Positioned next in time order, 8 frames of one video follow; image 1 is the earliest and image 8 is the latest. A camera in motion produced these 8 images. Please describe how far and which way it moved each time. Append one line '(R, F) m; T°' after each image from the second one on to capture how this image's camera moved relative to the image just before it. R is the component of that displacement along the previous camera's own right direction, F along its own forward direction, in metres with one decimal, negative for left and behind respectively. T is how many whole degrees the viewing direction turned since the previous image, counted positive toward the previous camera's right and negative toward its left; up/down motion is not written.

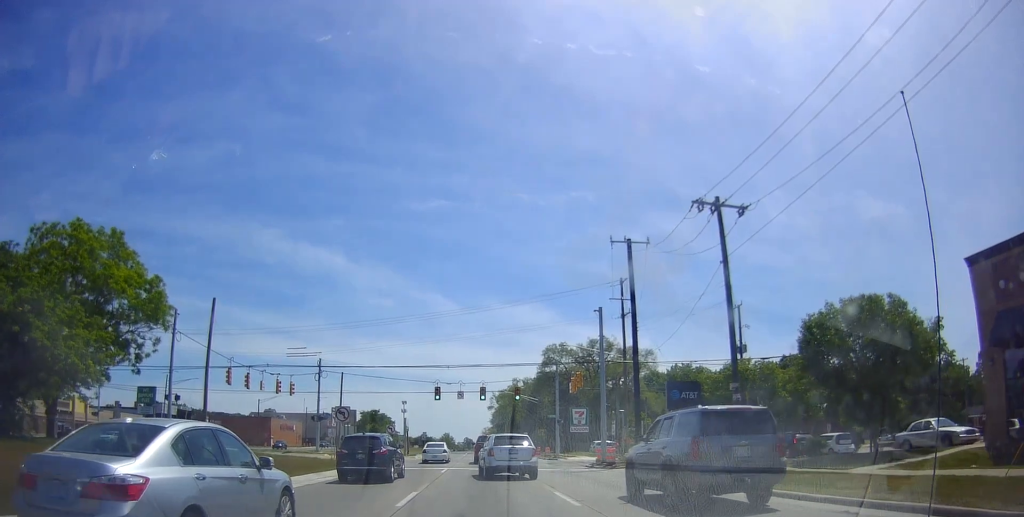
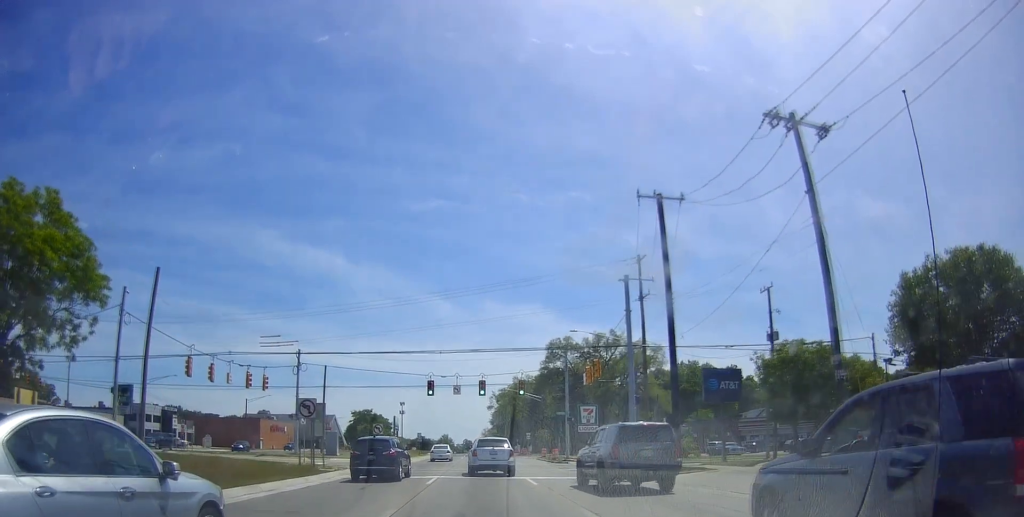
(0.0, +7.2) m; 0°
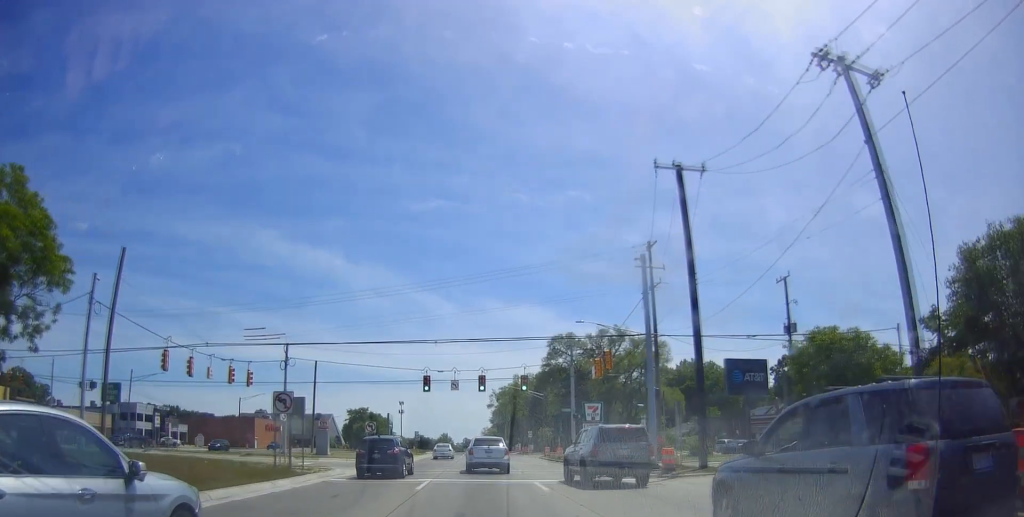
(0.0, +2.7) m; 0°
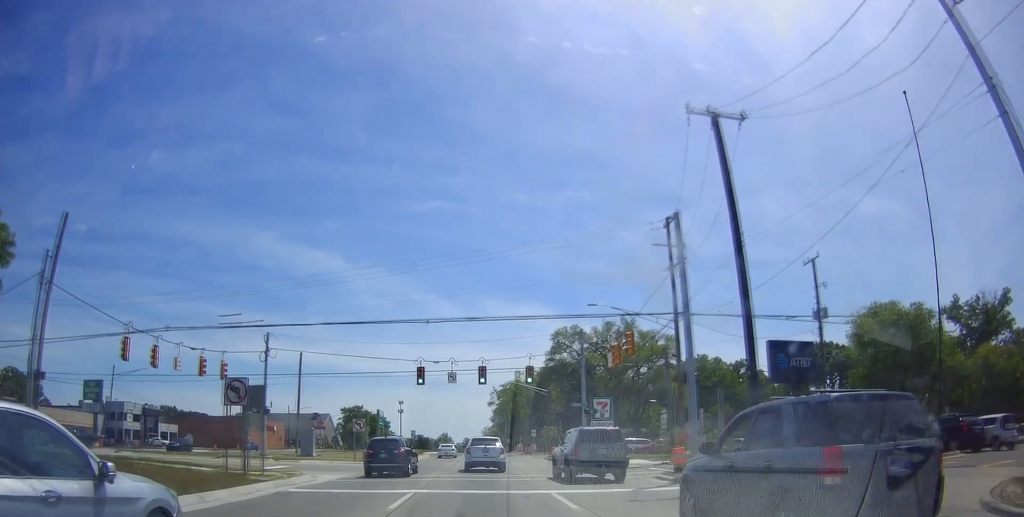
(0.0, +3.7) m; 0°
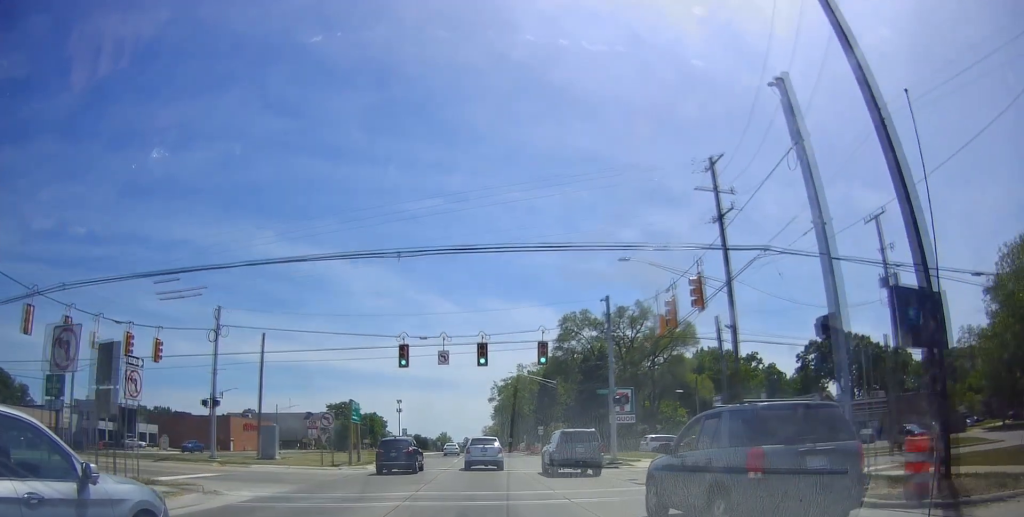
(0.0, +7.0) m; 0°
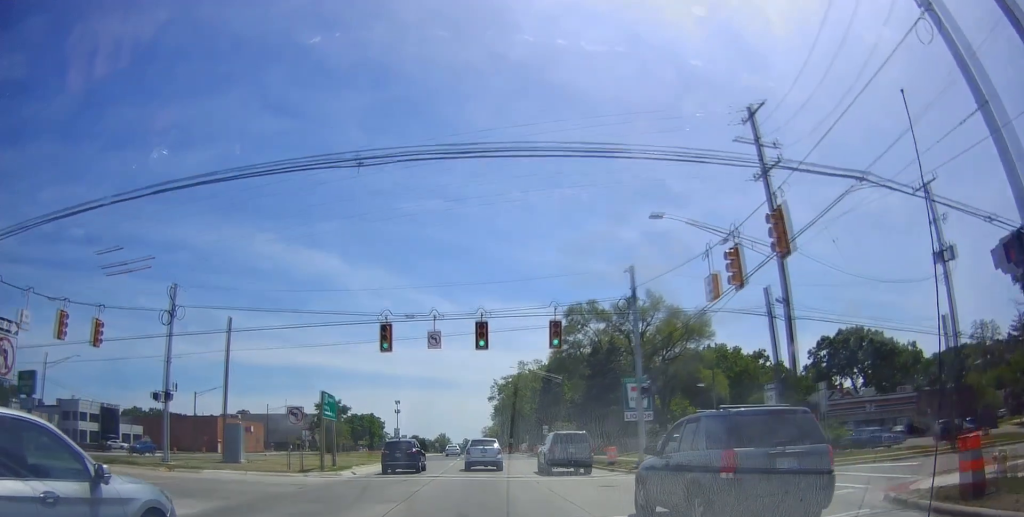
(0.0, +4.9) m; 0°
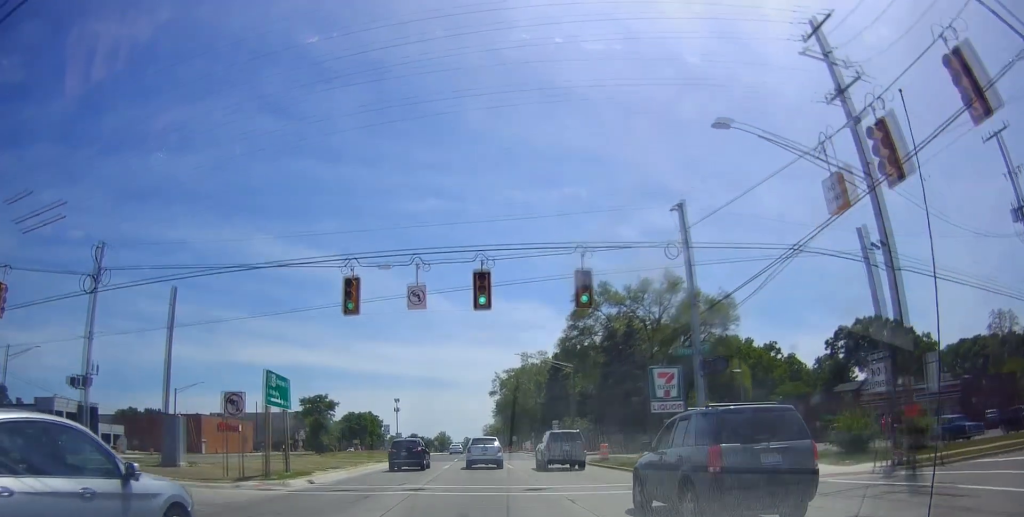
(0.0, +6.3) m; 0°
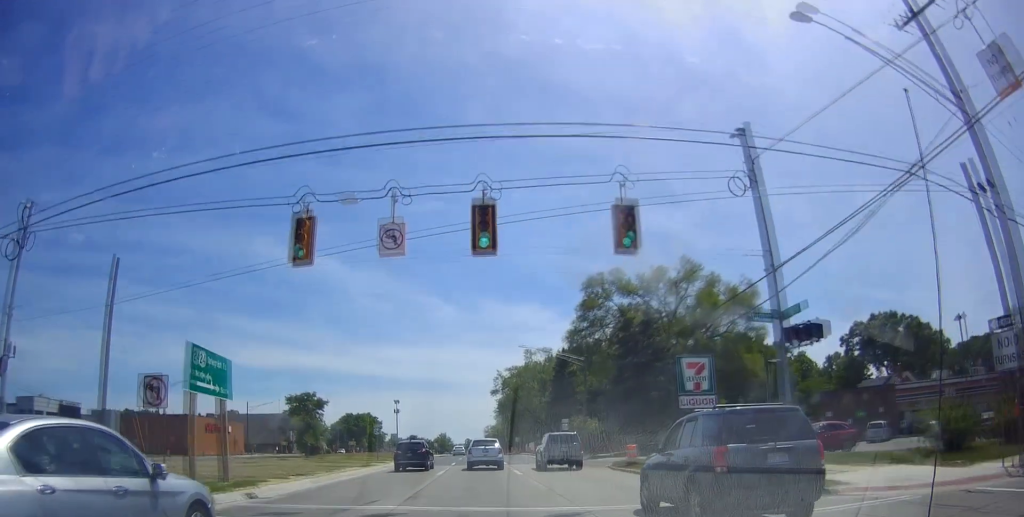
(0.0, +5.4) m; -1°
